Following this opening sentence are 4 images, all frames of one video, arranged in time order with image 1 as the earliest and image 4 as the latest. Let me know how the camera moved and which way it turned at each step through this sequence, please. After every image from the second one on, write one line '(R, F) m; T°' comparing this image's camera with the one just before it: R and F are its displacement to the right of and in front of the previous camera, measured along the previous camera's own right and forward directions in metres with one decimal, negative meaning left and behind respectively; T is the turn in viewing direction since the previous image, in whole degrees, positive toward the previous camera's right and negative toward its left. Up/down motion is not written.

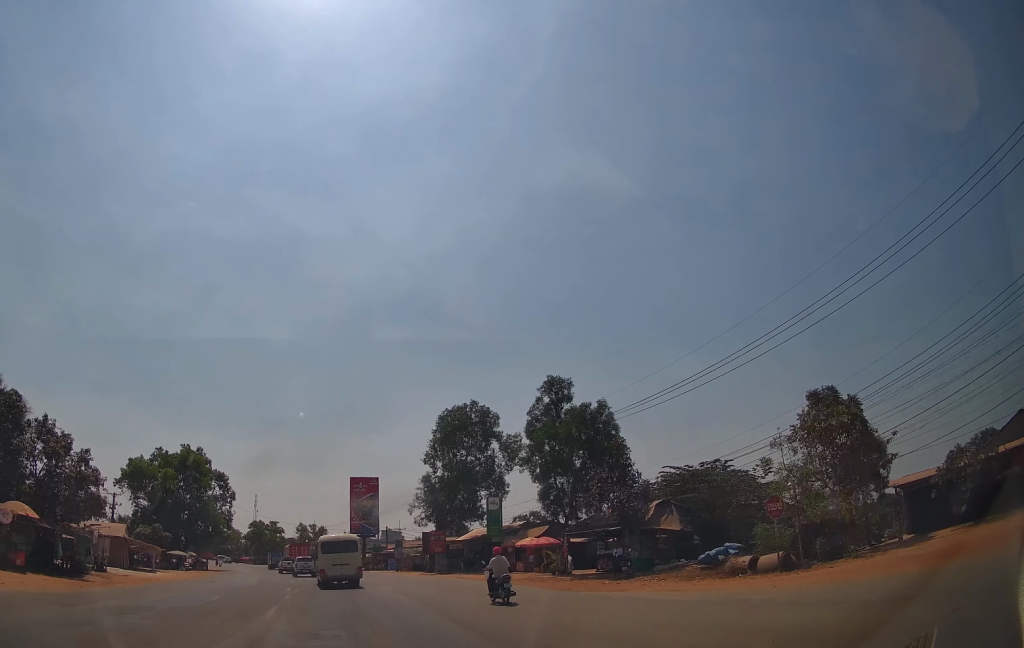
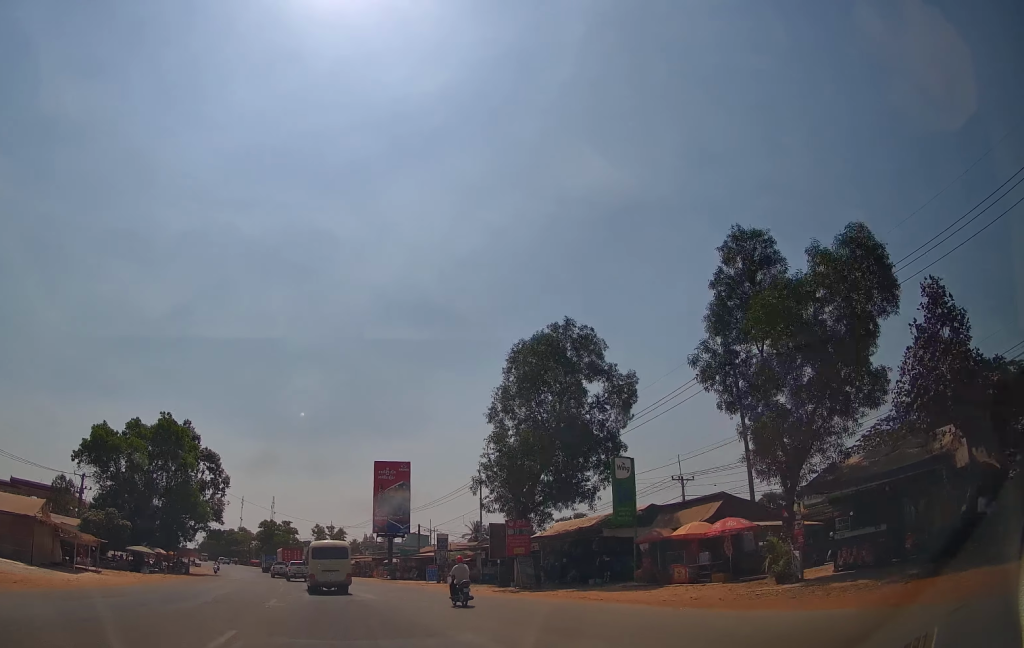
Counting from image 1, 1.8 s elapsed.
(-0.1, +16.5) m; -2°
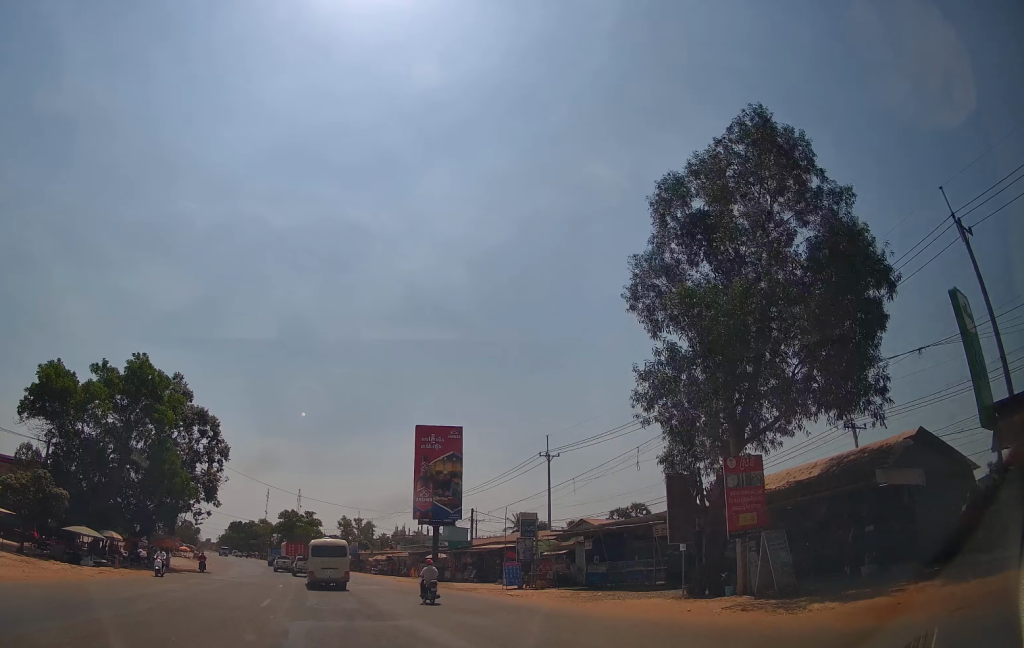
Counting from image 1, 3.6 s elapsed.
(-0.4, +16.3) m; -2°
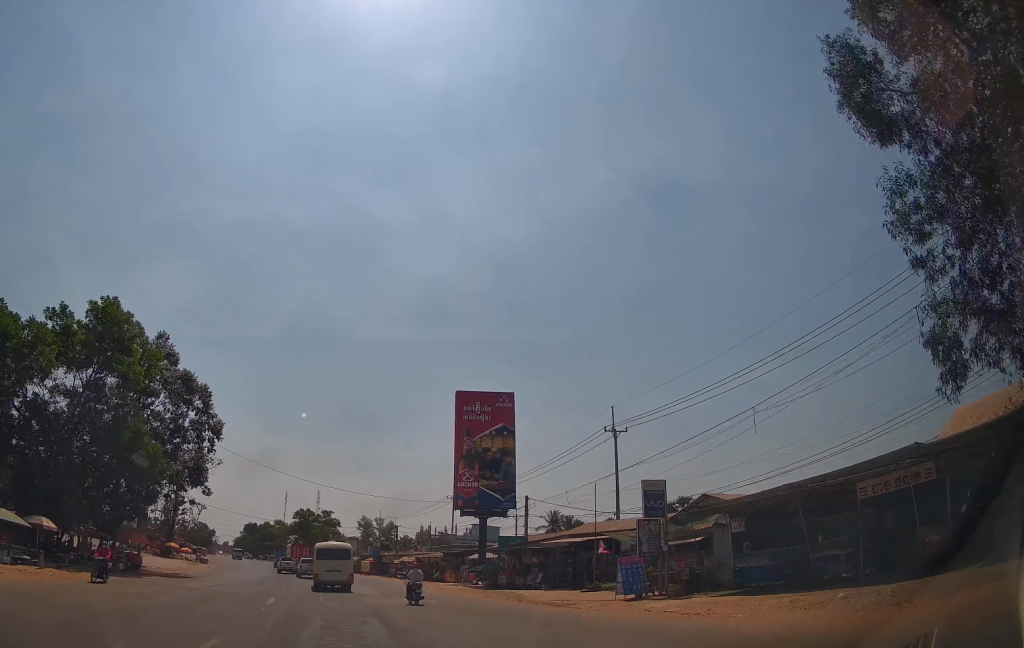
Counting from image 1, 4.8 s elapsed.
(-0.2, +11.8) m; -2°
